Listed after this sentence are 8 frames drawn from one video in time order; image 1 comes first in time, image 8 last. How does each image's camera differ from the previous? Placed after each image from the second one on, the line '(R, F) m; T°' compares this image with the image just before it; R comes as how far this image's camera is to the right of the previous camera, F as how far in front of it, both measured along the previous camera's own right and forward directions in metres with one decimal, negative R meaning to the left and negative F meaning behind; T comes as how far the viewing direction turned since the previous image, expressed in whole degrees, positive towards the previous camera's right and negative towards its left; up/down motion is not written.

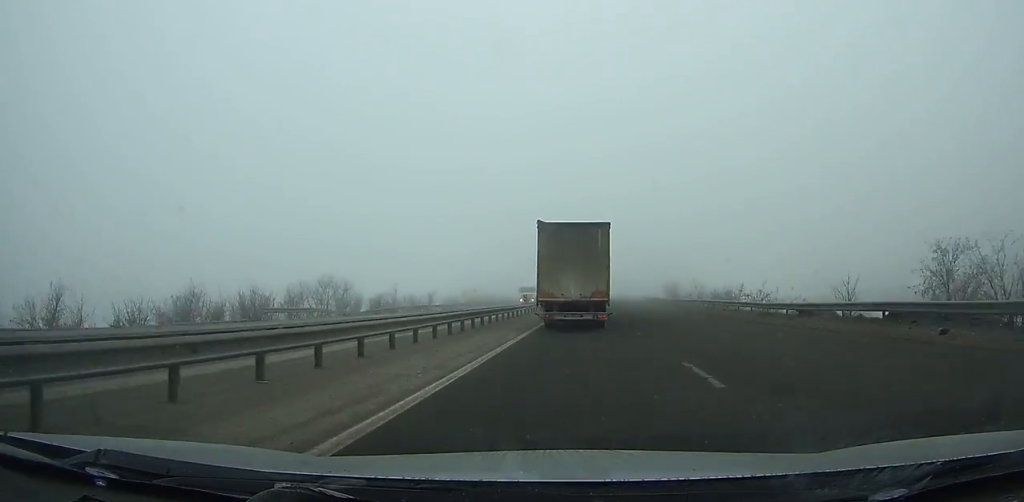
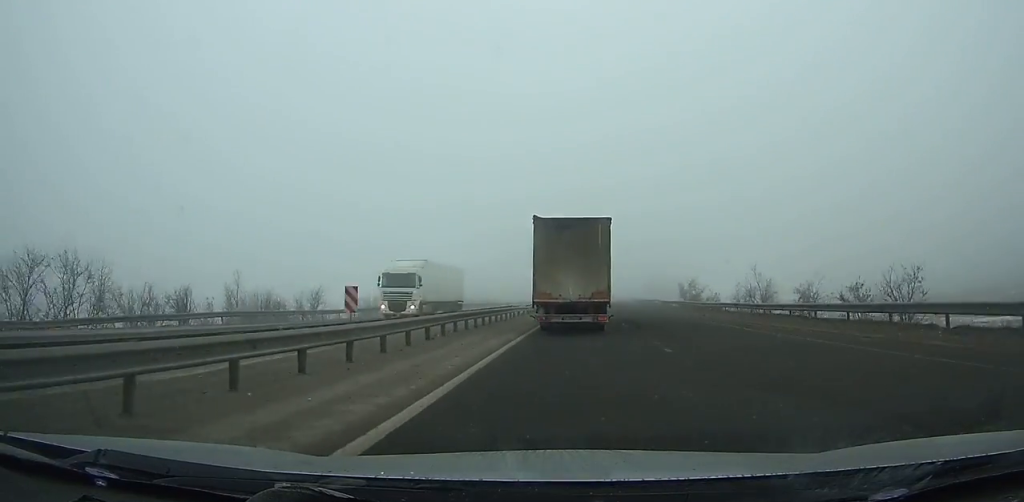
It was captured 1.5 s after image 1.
(+0.4, +31.0) m; +1°
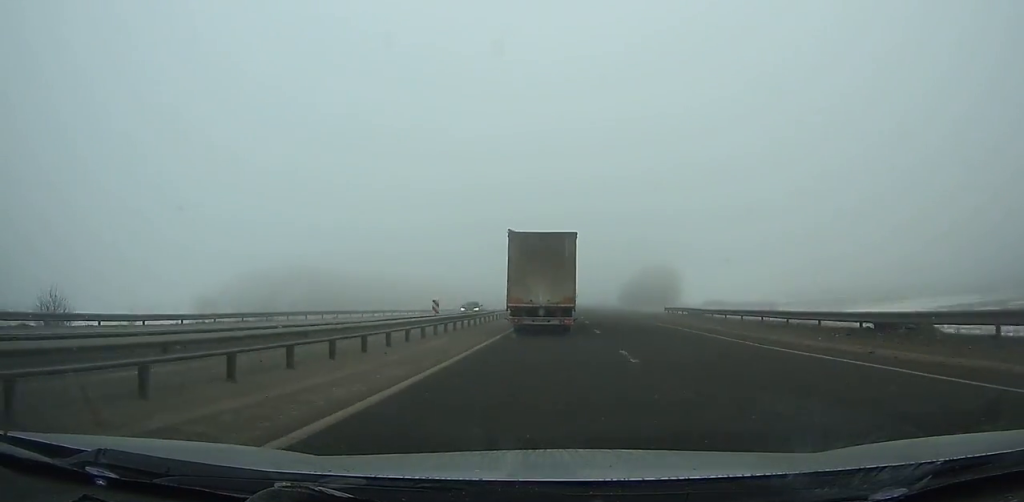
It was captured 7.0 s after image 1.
(+5.1, +116.8) m; +5°
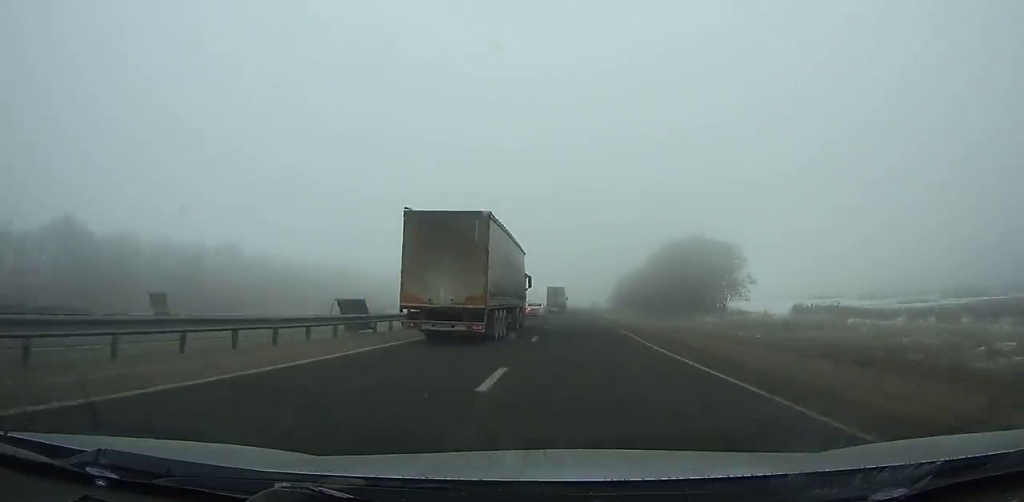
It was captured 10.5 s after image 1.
(+1.5, +81.7) m; +1°
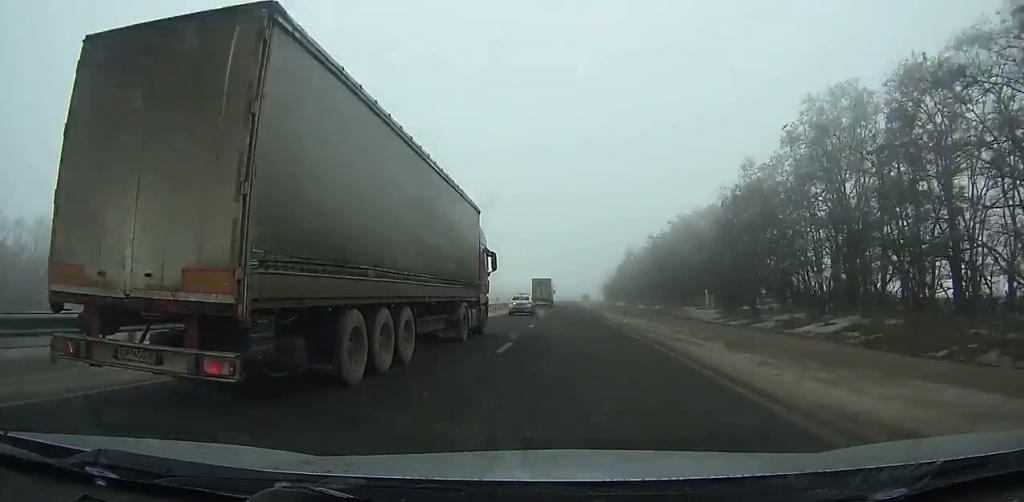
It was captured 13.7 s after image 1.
(+0.5, +79.9) m; +1°
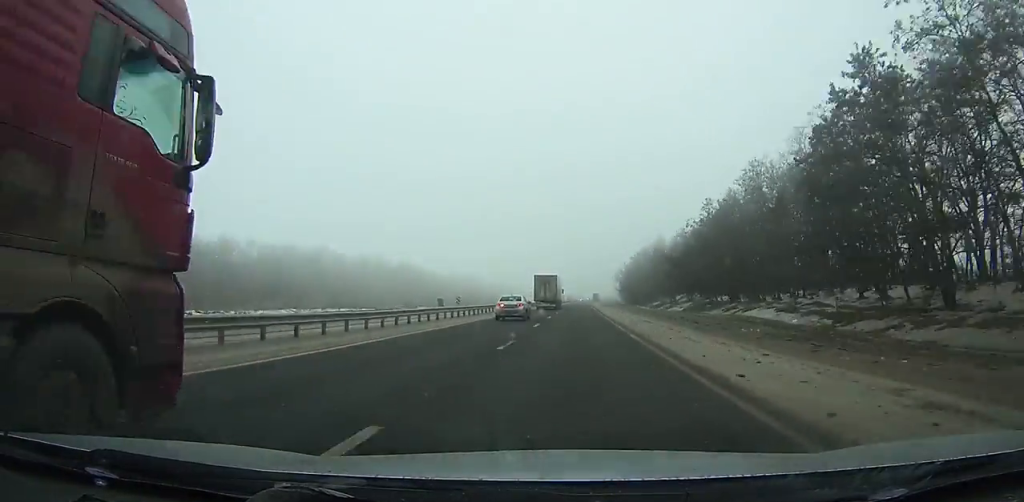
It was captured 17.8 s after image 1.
(+0.7, +107.4) m; +1°
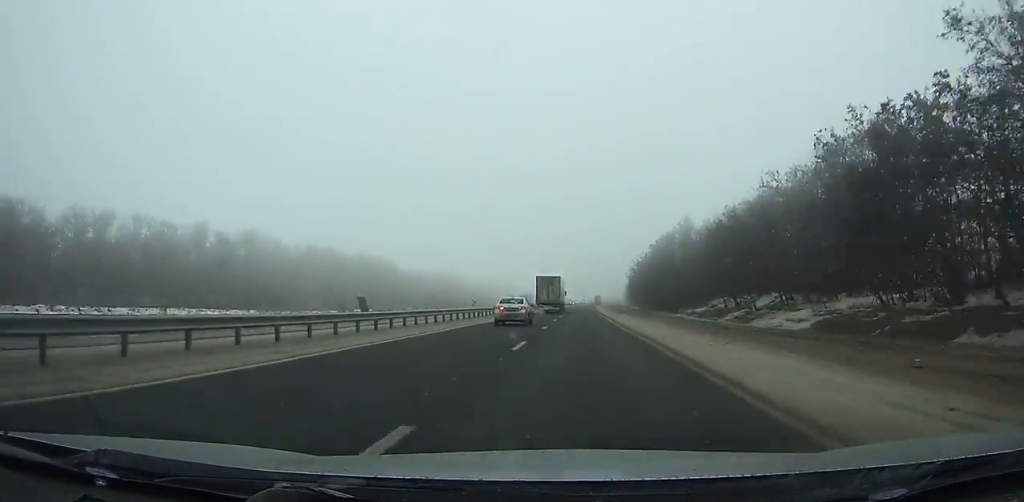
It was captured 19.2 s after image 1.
(0.0, +37.2) m; +1°
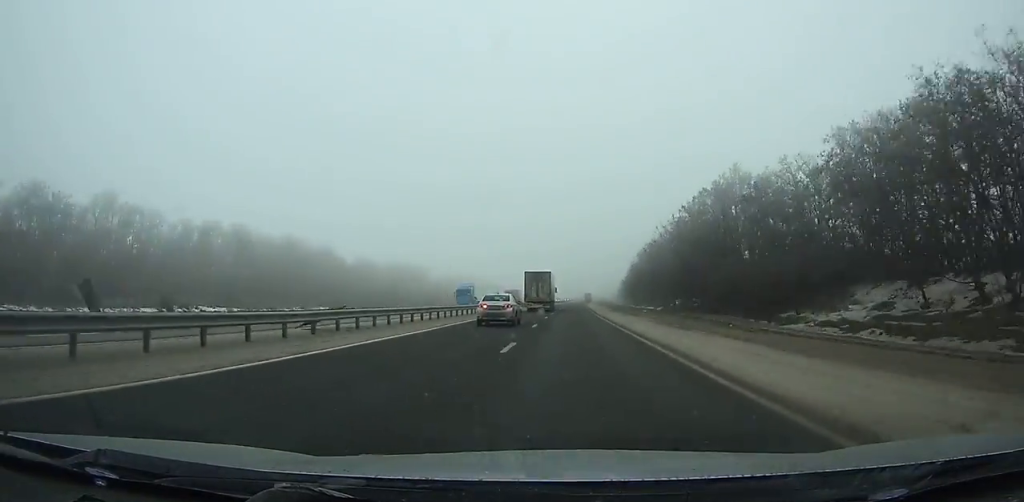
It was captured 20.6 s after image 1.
(+0.4, +37.4) m; +1°
